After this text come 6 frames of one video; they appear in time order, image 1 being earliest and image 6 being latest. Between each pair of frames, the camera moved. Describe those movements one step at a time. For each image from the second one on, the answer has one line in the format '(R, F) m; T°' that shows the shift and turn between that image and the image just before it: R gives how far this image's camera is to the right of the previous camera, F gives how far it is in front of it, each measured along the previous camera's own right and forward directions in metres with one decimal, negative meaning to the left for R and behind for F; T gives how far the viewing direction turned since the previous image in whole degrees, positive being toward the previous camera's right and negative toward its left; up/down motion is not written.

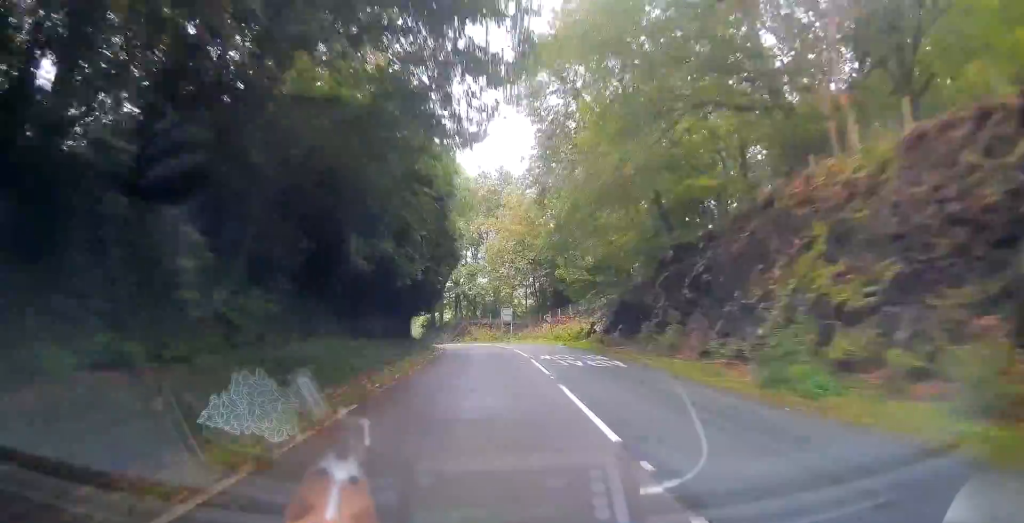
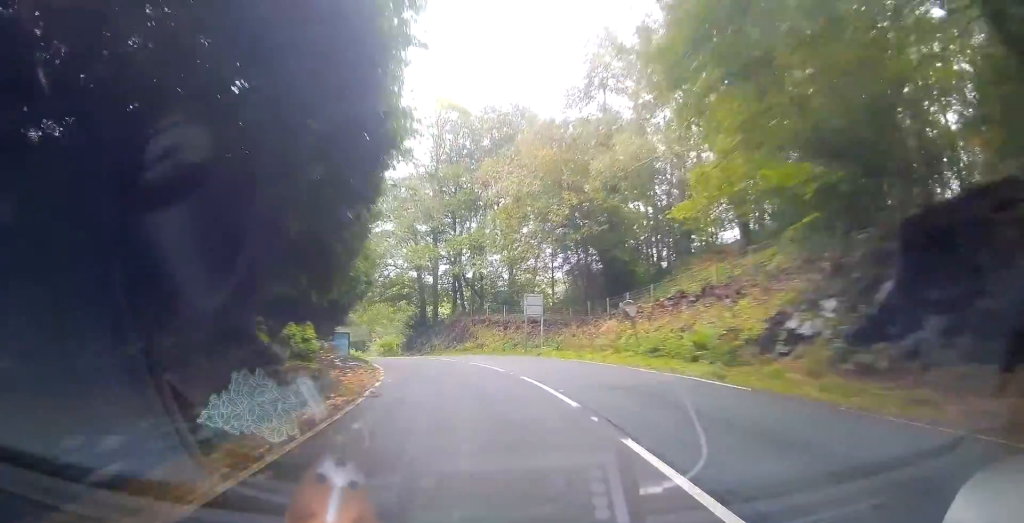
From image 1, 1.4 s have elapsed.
(-1.0, +24.0) m; -4°
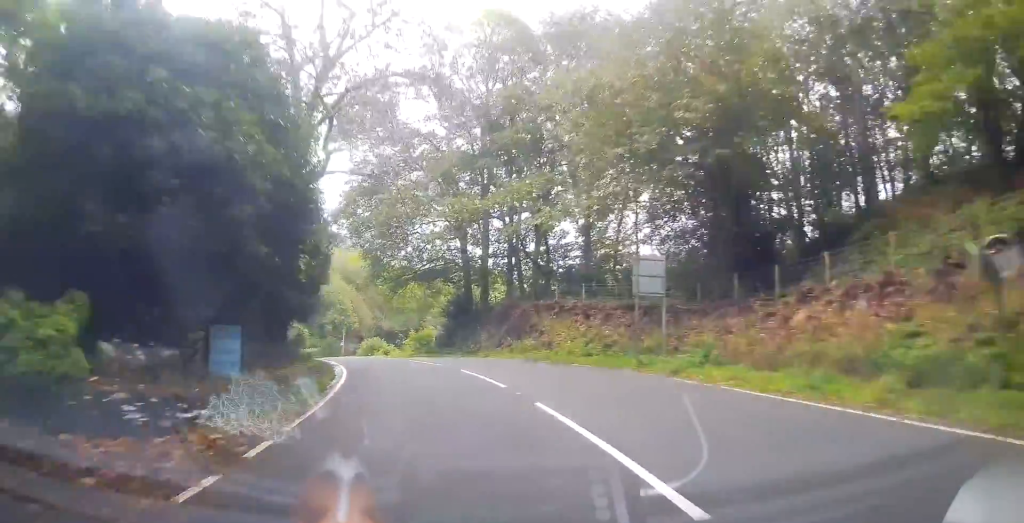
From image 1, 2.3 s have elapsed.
(-0.4, +14.4) m; -5°
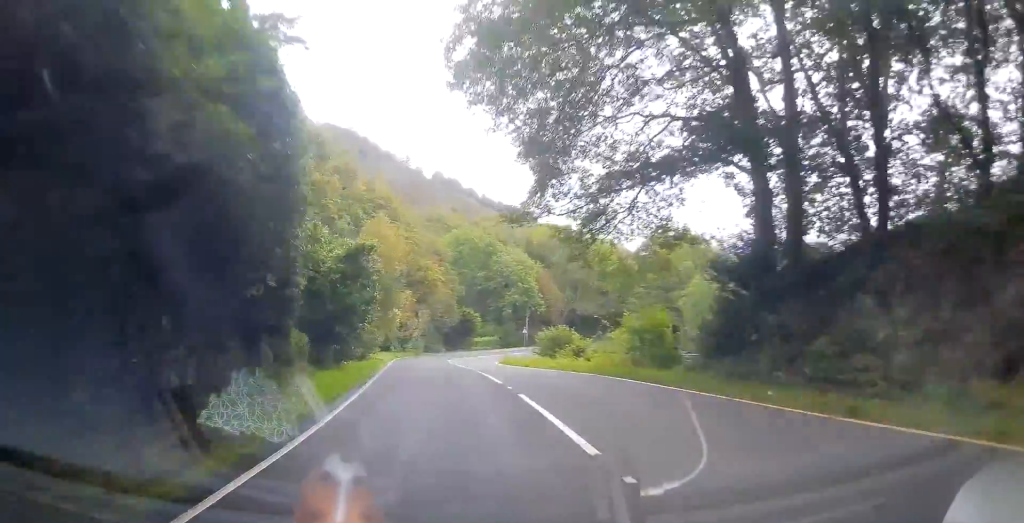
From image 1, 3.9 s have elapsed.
(-2.9, +24.6) m; -14°
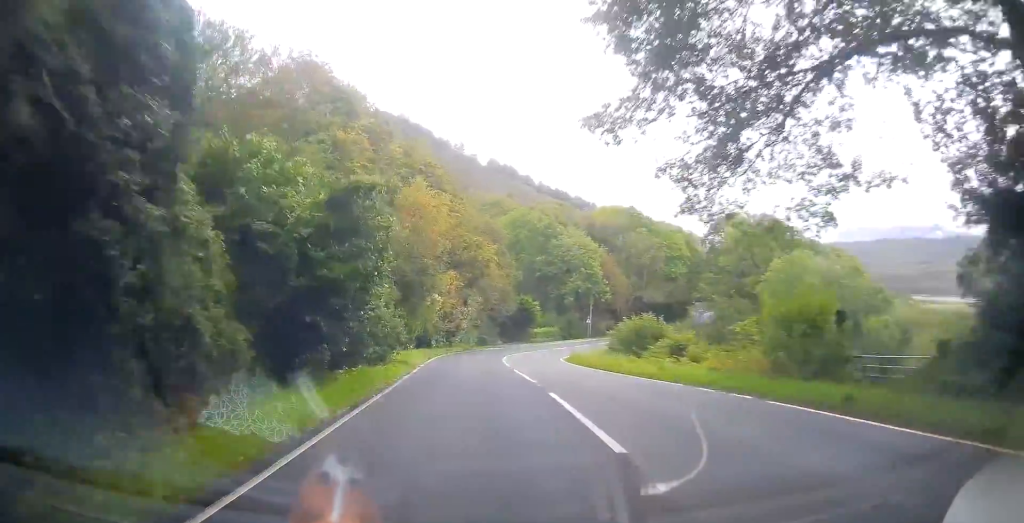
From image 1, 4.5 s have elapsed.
(-0.4, +9.2) m; -5°
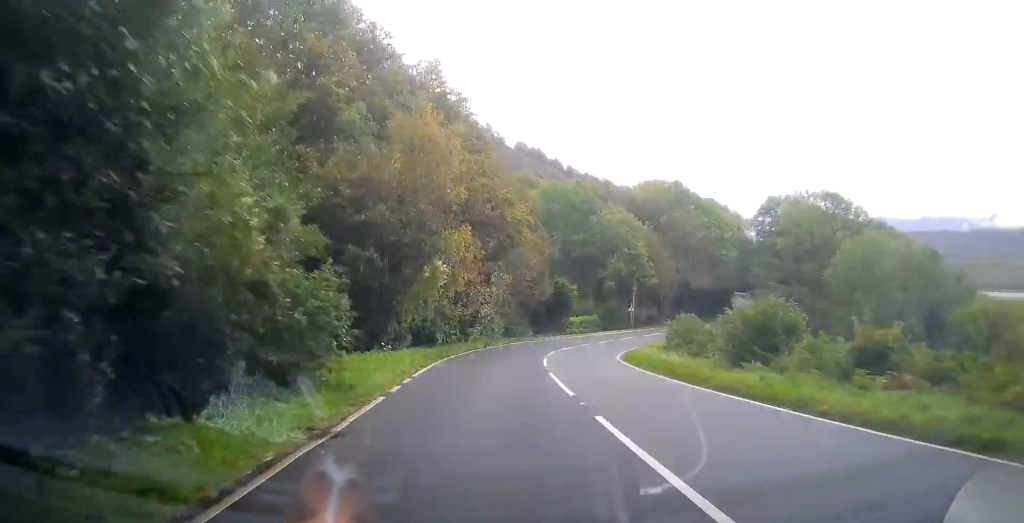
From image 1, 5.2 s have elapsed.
(-0.7, +12.4) m; -3°
